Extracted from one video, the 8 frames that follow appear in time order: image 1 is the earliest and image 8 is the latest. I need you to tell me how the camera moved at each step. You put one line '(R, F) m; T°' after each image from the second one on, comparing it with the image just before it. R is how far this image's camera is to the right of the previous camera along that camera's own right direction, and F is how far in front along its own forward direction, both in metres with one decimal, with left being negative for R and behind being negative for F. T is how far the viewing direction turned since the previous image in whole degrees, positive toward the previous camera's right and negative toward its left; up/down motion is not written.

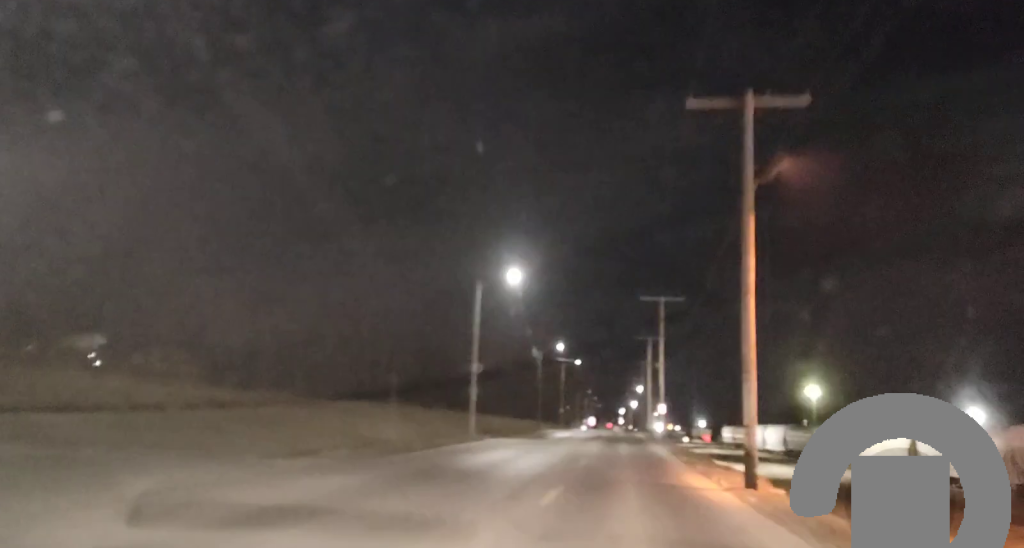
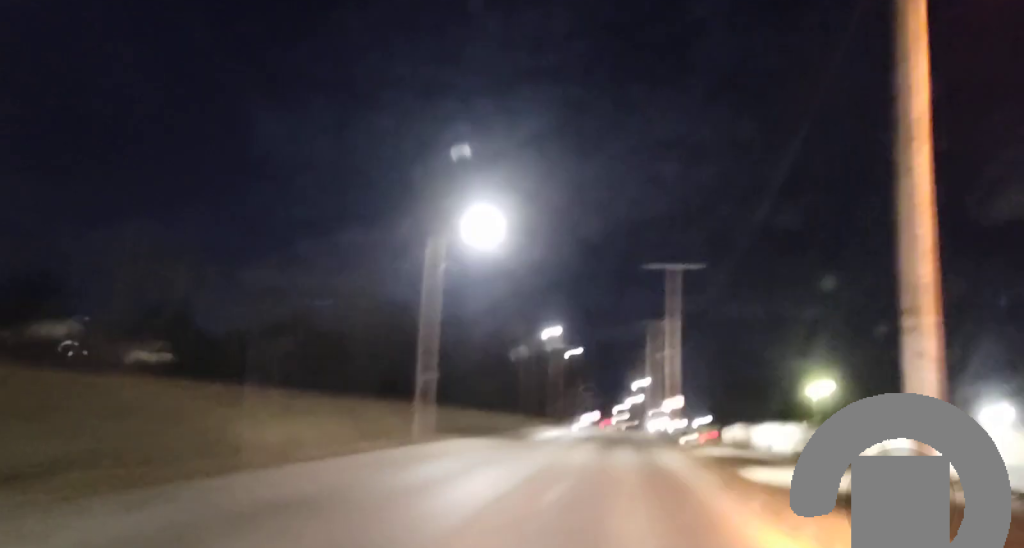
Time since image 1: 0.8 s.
(0.0, +12.3) m; 0°
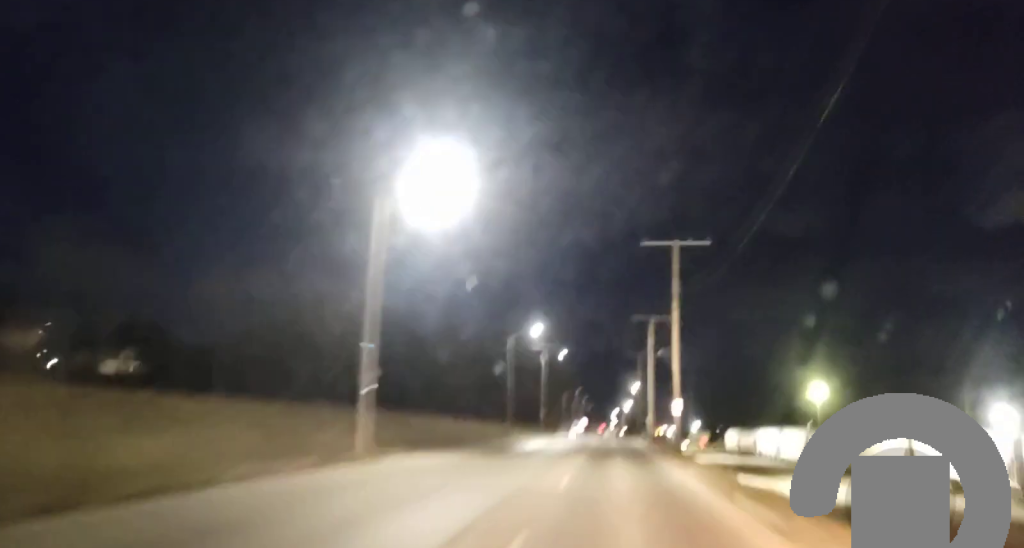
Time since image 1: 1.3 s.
(-0.1, +8.0) m; 0°
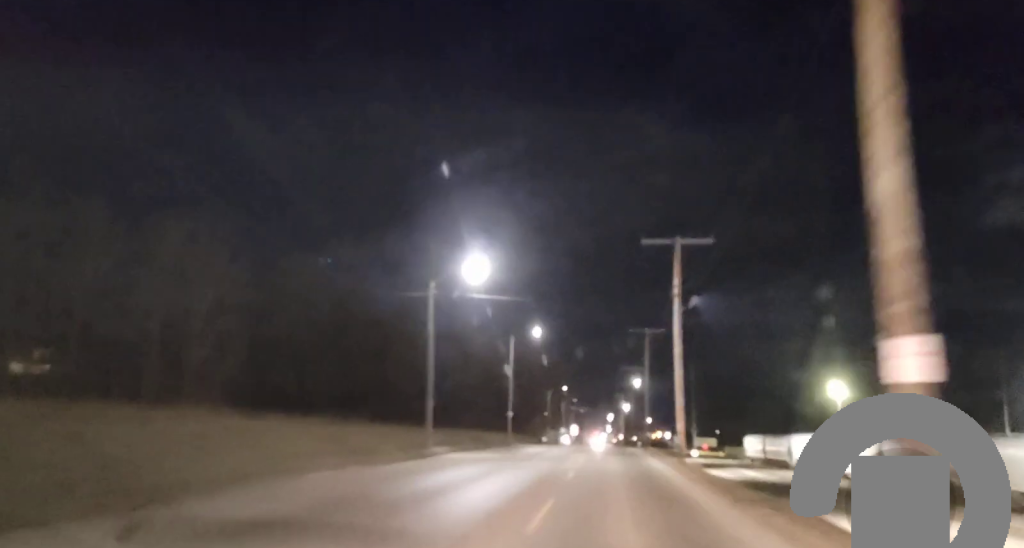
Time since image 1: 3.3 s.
(+0.4, +30.8) m; +1°
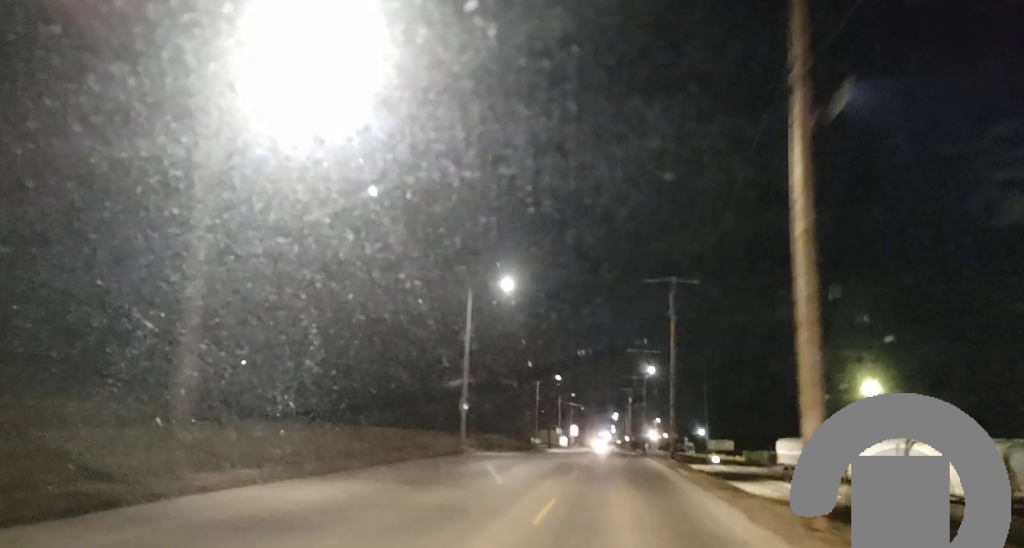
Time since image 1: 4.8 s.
(-0.1, +23.2) m; -1°
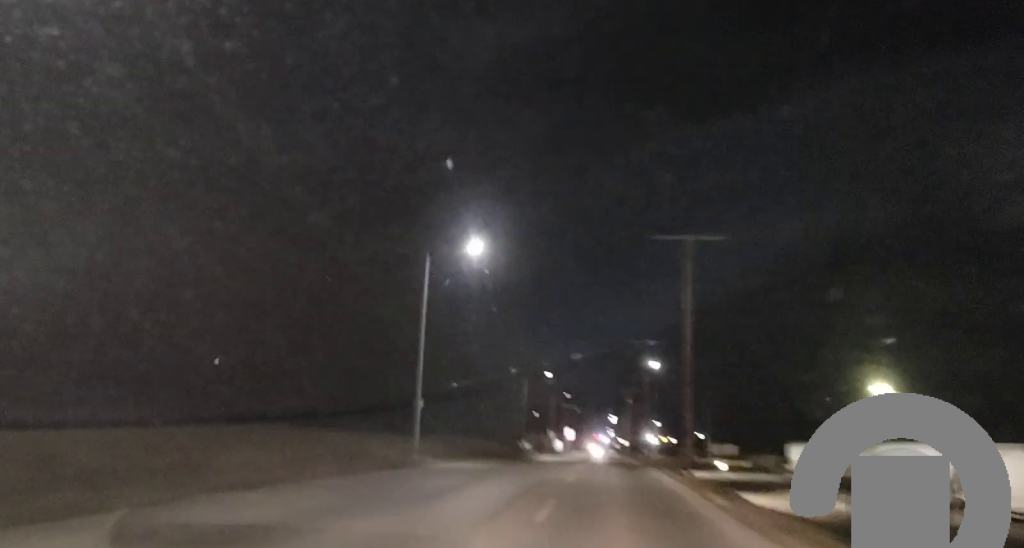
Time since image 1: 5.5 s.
(0.0, +11.0) m; -1°
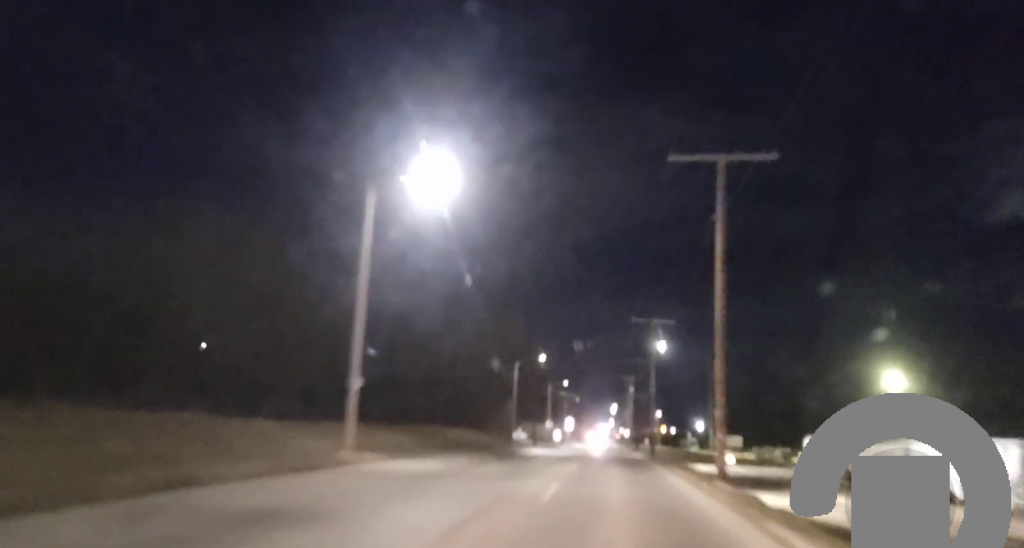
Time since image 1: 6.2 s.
(-0.3, +10.1) m; +1°
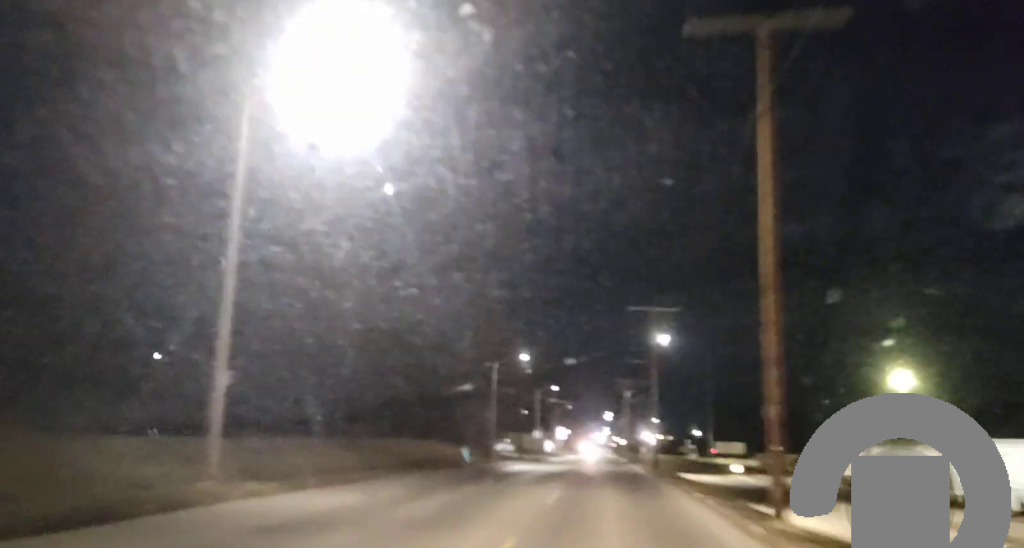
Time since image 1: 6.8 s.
(+0.1, +9.1) m; 0°
